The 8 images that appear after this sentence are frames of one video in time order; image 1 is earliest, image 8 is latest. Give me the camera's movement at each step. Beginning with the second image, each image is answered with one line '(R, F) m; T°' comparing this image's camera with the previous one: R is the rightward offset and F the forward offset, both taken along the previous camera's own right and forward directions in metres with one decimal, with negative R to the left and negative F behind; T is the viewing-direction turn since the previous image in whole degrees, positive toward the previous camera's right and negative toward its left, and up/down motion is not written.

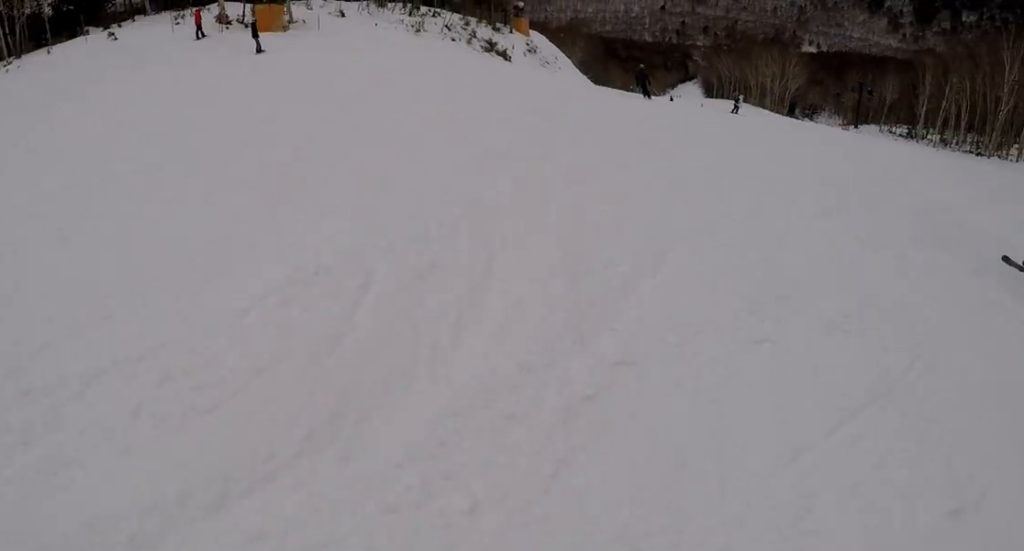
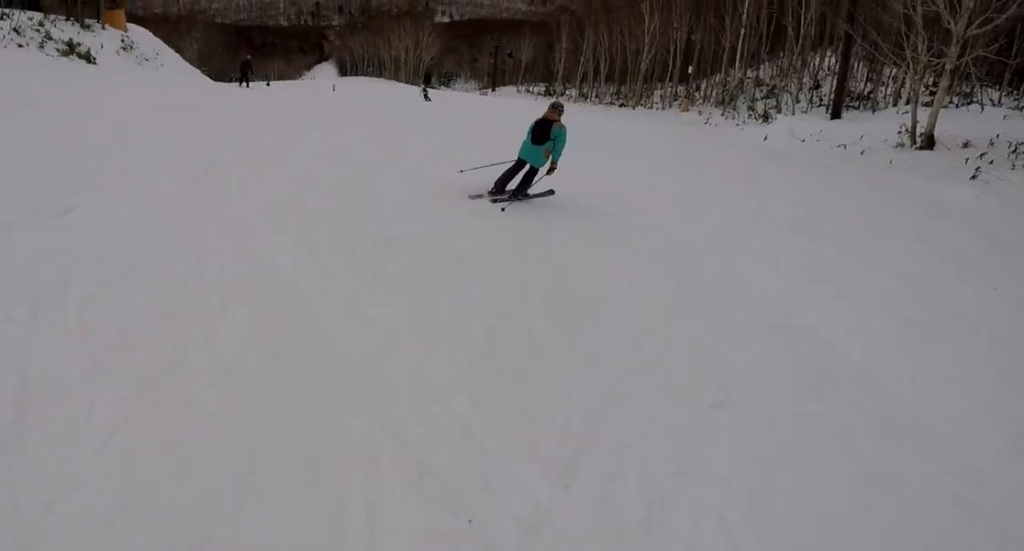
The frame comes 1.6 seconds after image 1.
(+0.8, +7.8) m; +3°
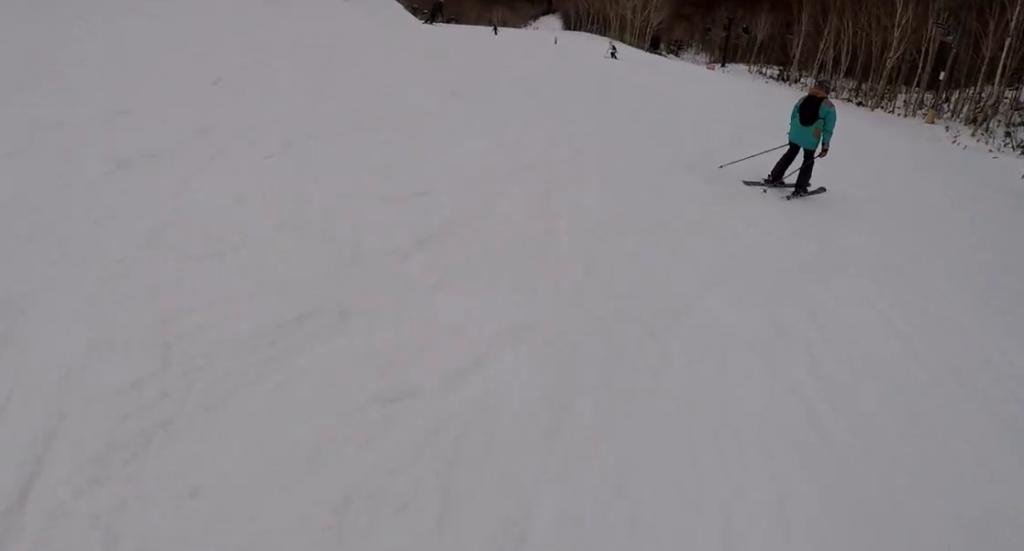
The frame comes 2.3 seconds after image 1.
(-0.3, +3.5) m; -3°
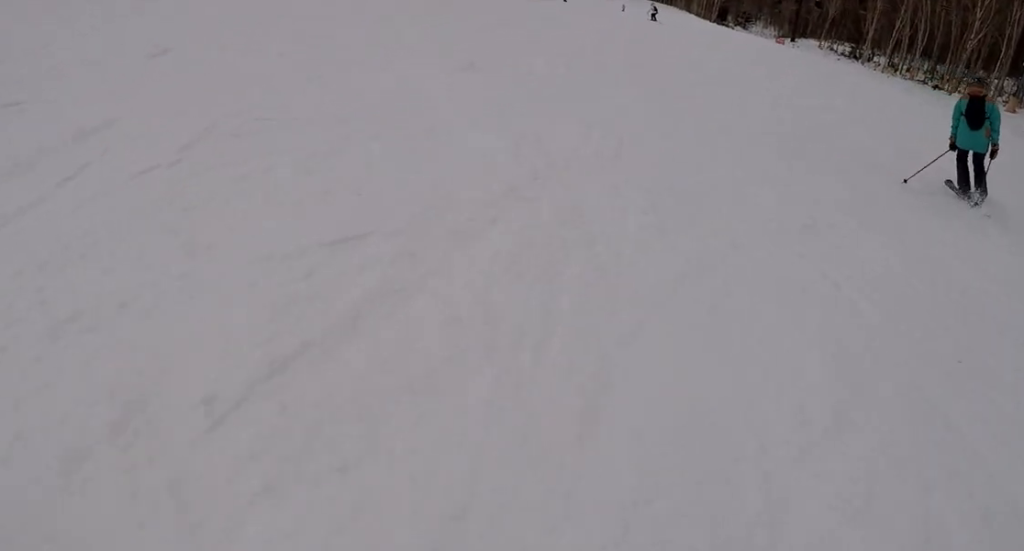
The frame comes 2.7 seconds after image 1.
(+0.3, +1.9) m; -6°
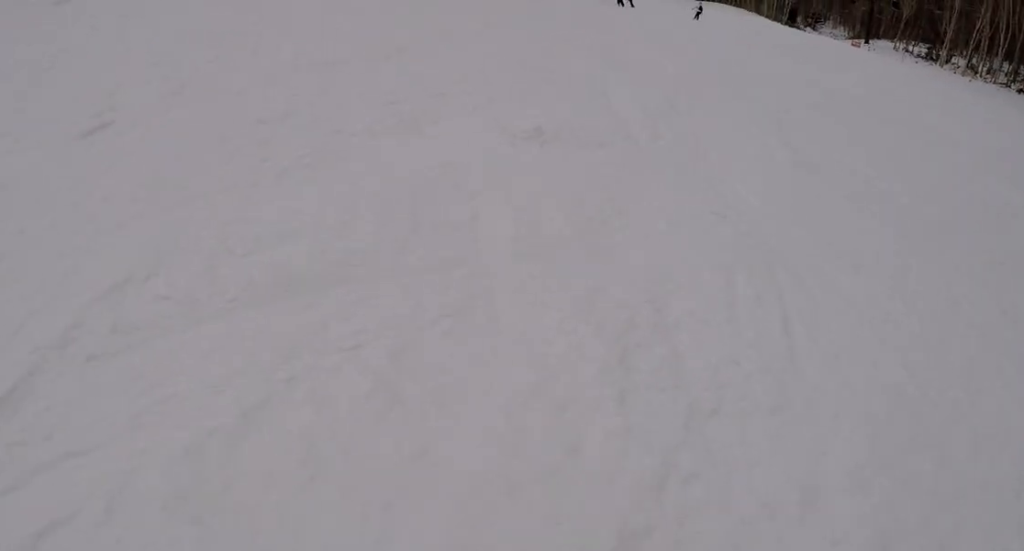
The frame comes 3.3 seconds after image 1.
(+0.3, +2.3) m; -4°
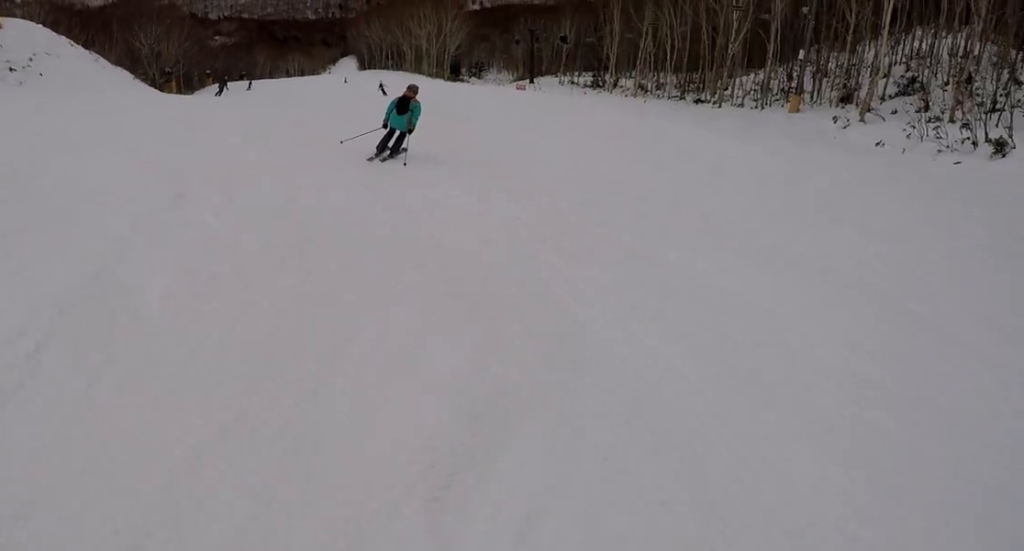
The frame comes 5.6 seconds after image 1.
(+2.9, +9.7) m; +27°
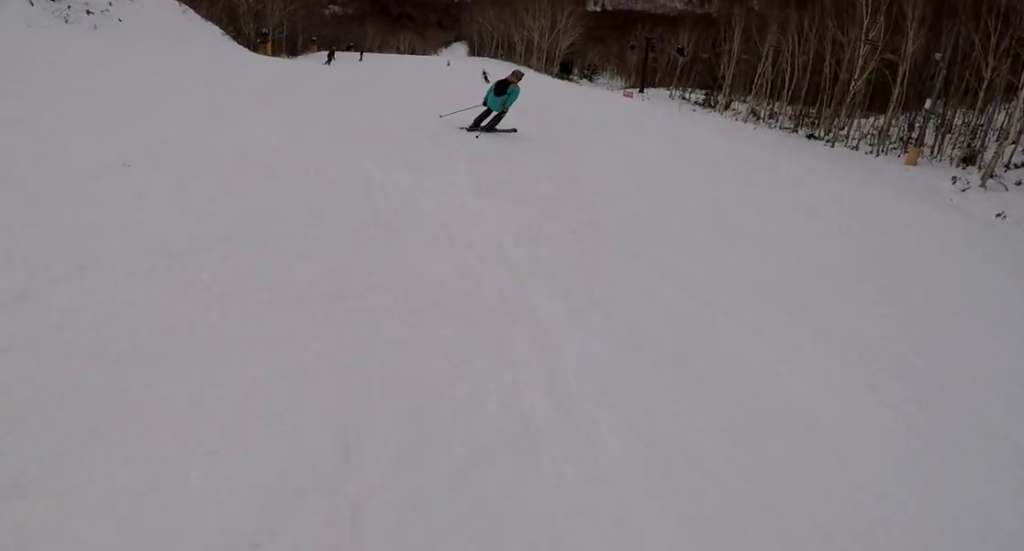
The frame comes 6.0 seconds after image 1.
(+0.1, +1.9) m; -7°
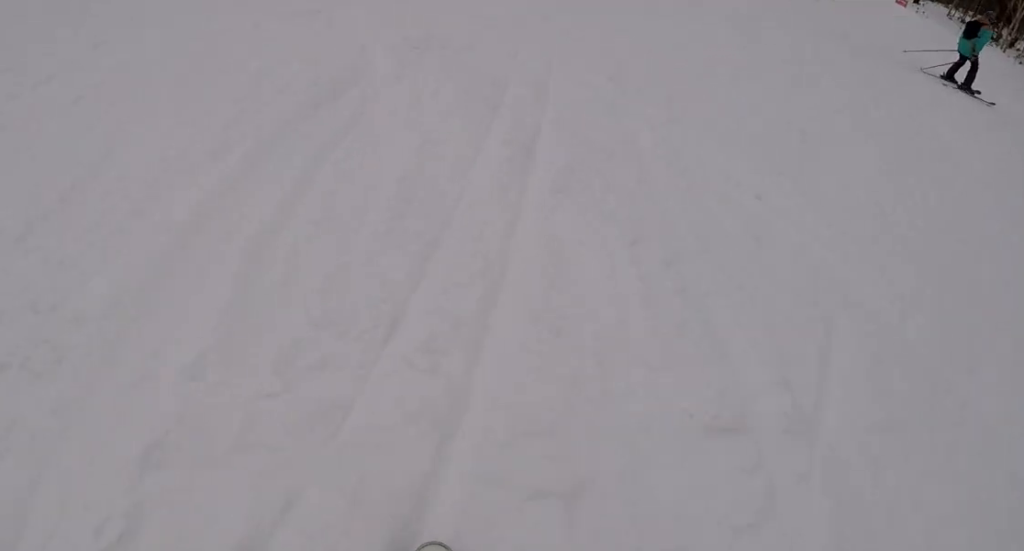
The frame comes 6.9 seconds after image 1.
(-0.8, +4.3) m; -5°
